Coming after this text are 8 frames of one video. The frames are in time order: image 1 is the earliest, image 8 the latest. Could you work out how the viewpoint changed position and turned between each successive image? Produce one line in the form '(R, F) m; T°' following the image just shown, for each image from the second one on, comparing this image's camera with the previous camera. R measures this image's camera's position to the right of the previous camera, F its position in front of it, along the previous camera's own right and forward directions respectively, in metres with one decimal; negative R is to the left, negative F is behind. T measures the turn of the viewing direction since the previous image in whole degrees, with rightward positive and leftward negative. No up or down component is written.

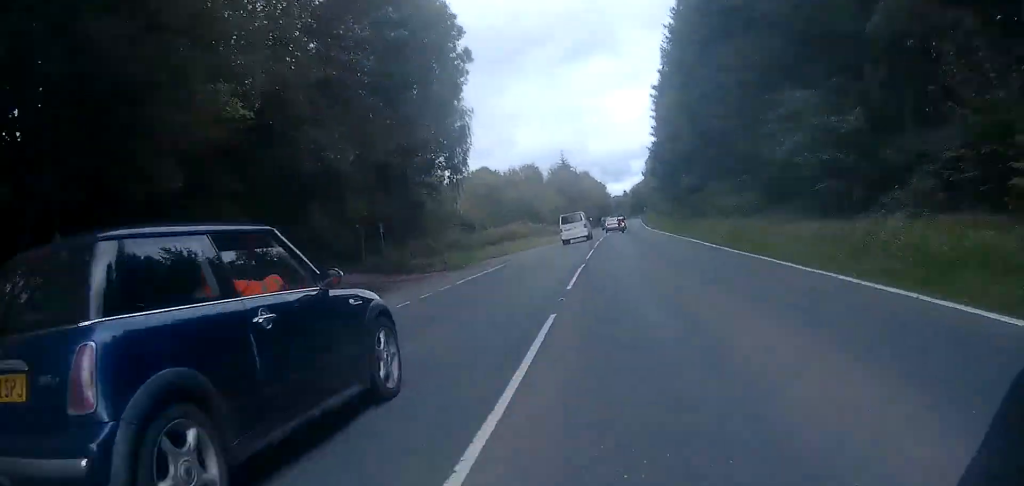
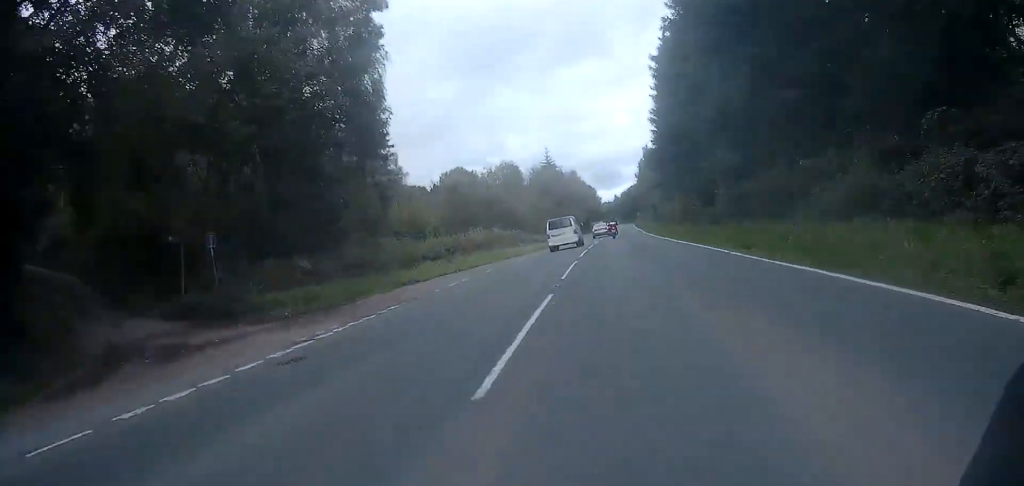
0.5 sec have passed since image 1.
(+0.2, +15.5) m; +1°
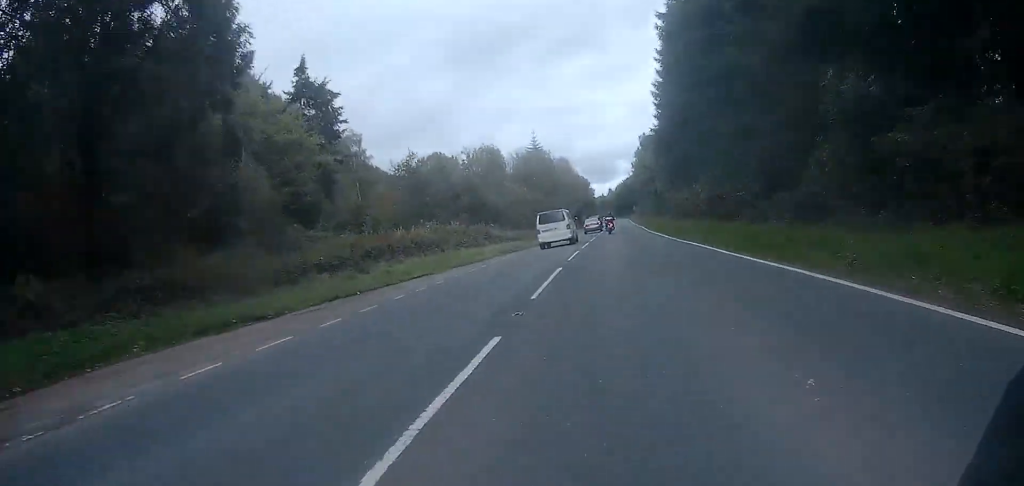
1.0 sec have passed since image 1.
(+0.4, +12.7) m; +1°
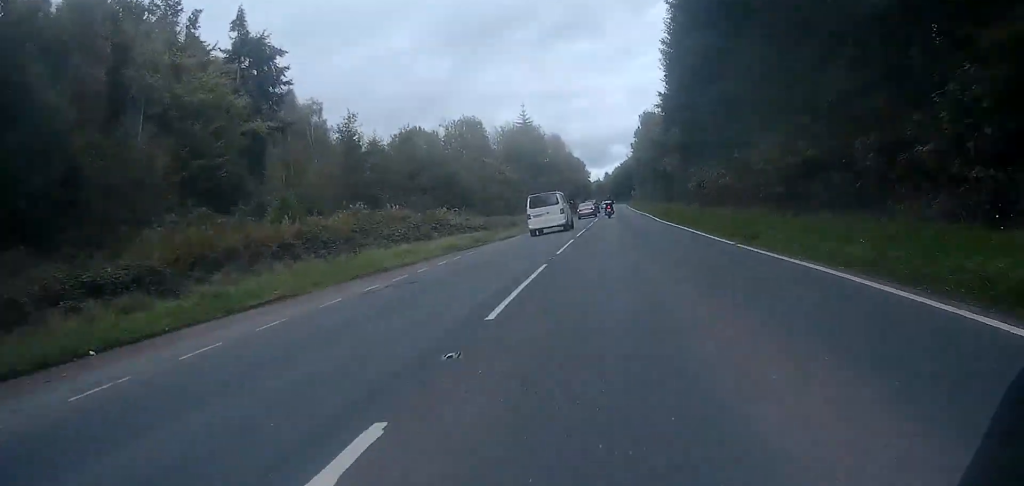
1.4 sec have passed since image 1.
(+0.1, +11.7) m; +1°
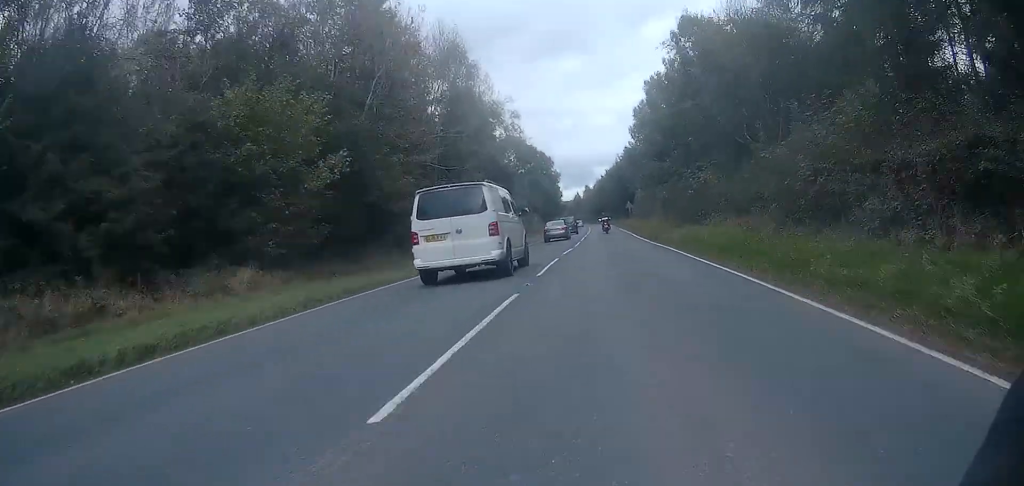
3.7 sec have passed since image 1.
(+1.7, +65.9) m; +3°
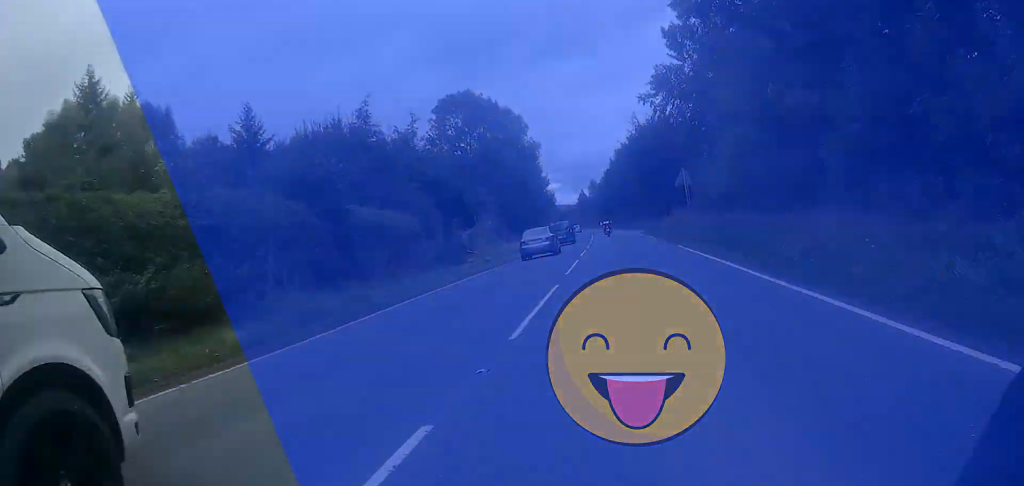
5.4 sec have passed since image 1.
(-0.1, +50.2) m; -1°
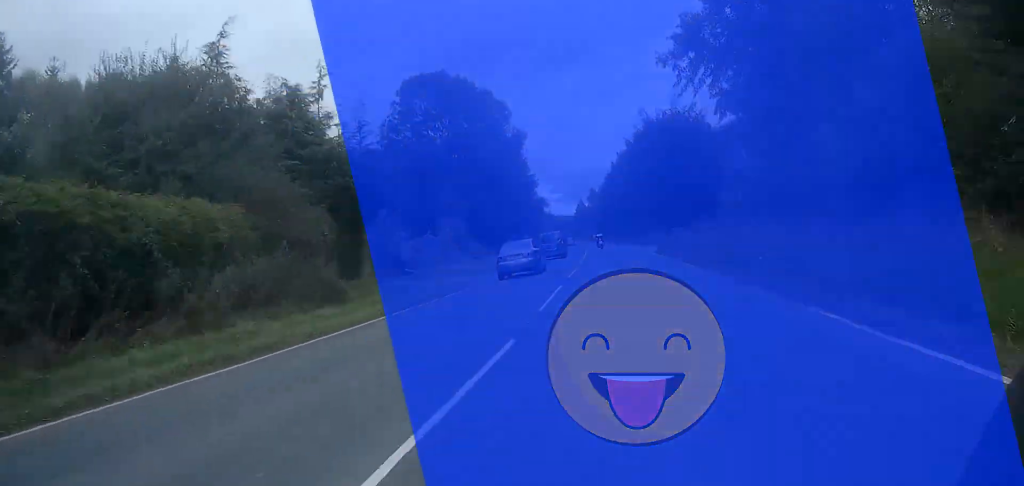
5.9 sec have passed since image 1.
(0.0, +14.2) m; 0°
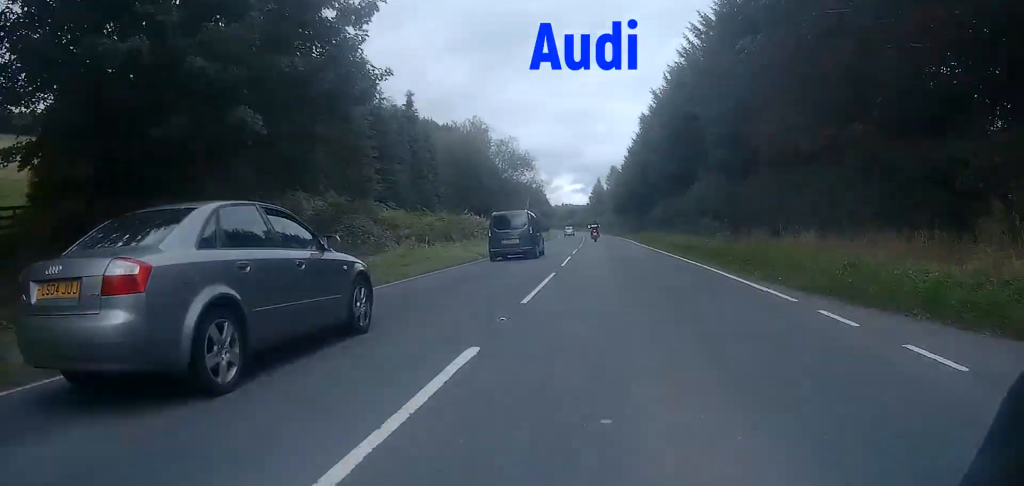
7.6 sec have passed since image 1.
(-0.6, +54.8) m; -2°
